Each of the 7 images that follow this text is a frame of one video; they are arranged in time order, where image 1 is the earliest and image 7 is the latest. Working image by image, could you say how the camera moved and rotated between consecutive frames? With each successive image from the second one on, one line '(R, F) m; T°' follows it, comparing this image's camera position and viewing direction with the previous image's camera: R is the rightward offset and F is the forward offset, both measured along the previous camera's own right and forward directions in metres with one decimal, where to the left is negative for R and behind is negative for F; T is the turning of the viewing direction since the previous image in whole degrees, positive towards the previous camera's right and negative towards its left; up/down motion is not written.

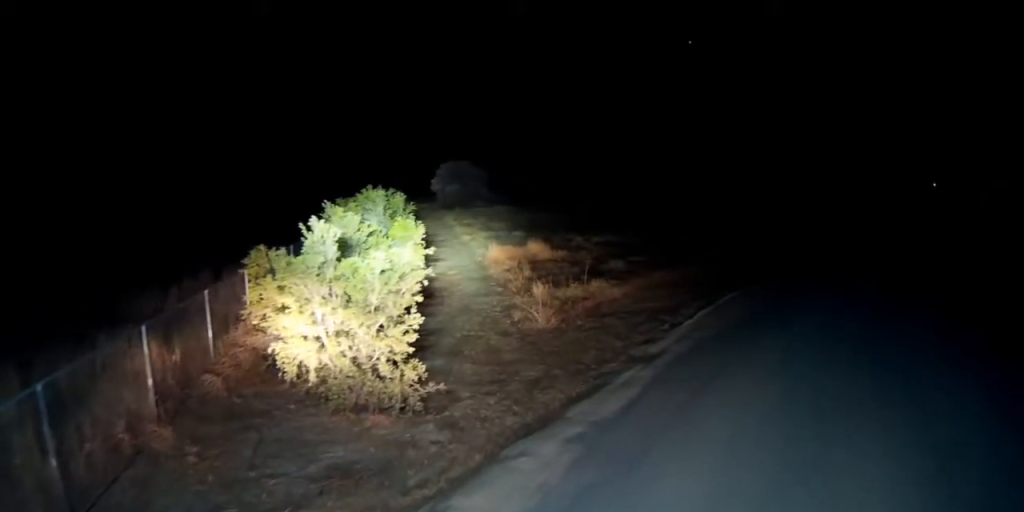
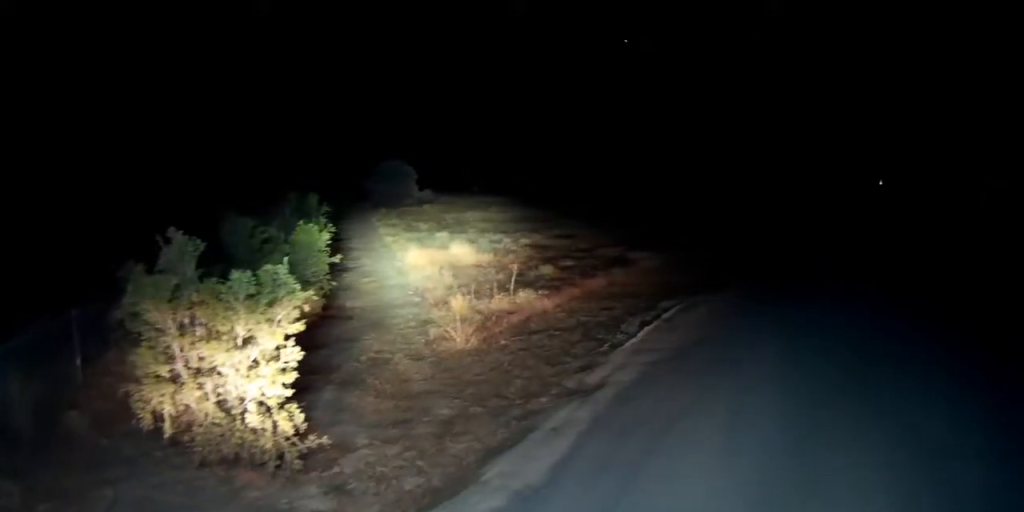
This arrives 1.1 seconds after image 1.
(-0.3, +2.6) m; -8°
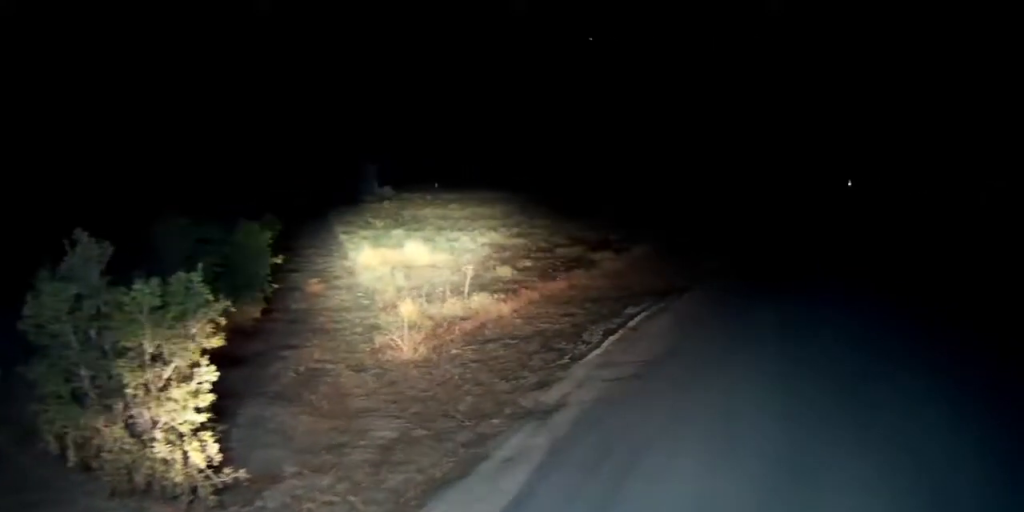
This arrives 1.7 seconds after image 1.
(-0.2, +1.4) m; -1°
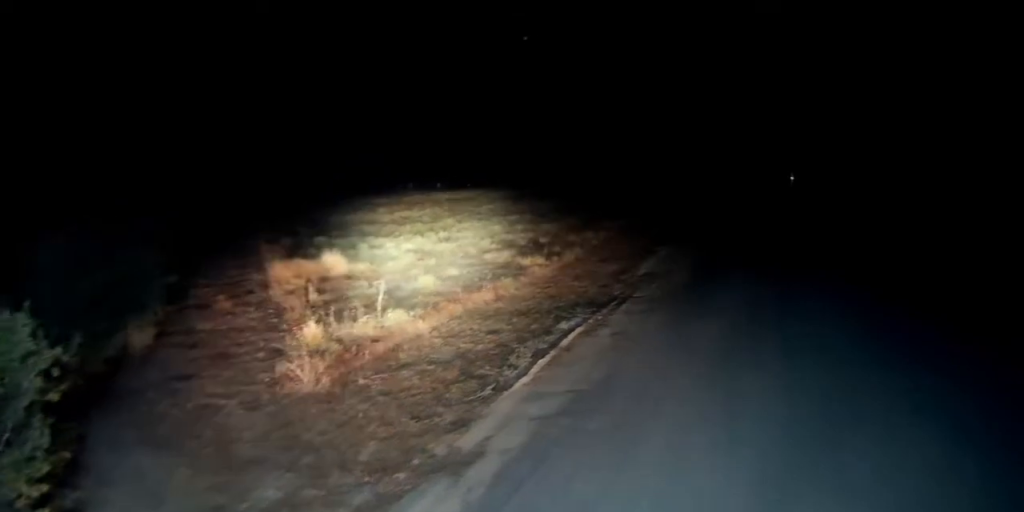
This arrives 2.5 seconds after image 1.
(+0.2, +1.9) m; +23°
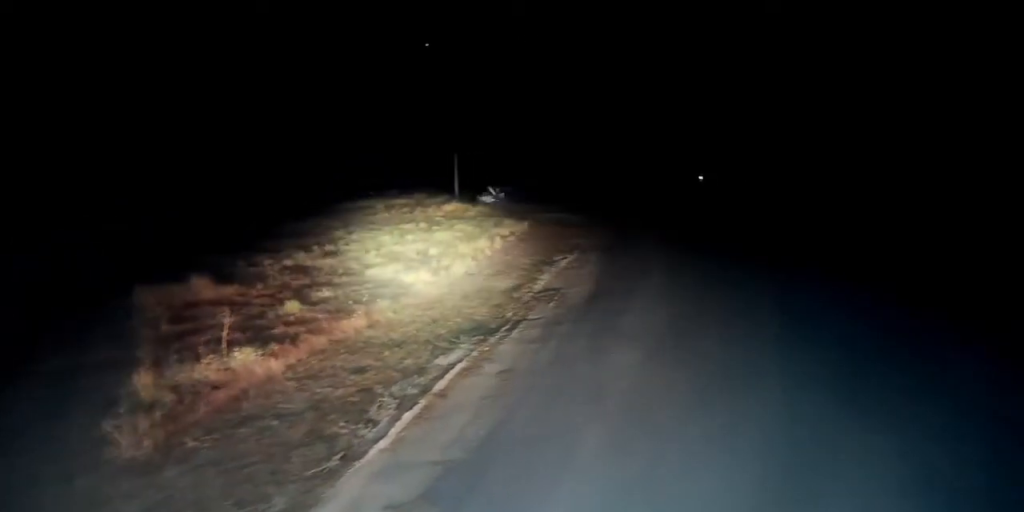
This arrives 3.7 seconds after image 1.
(+0.8, +2.0) m; +34°
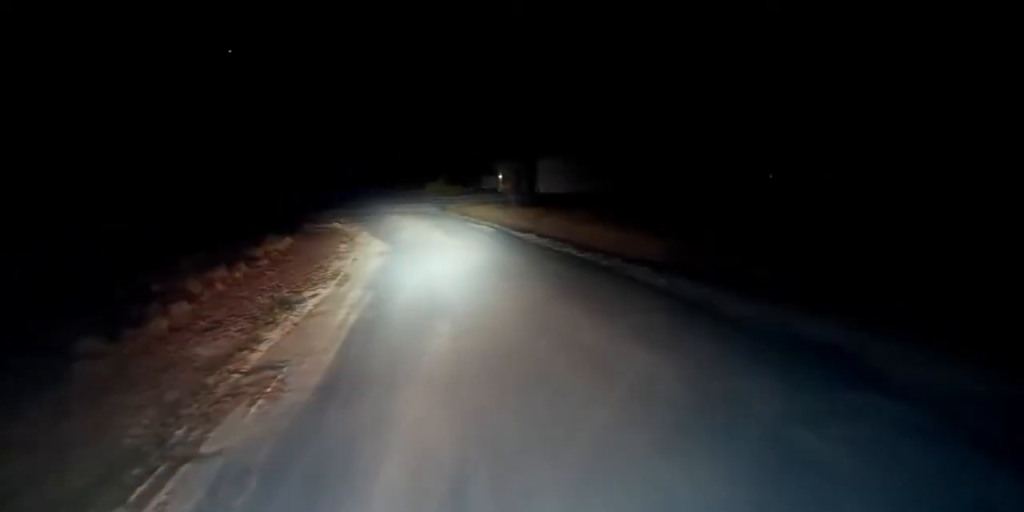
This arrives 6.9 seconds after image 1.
(+1.4, +7.8) m; +16°
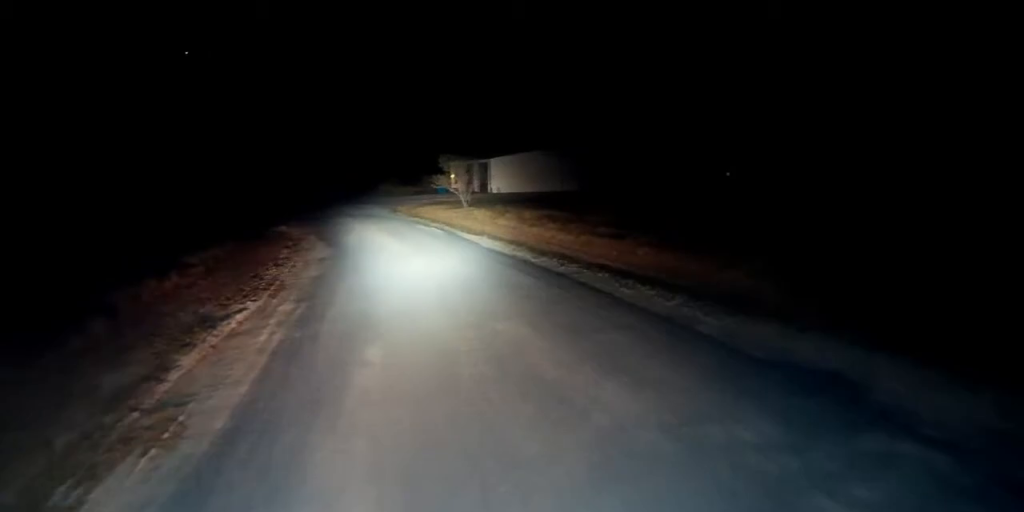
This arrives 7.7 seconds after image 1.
(+0.1, +2.2) m; +5°
